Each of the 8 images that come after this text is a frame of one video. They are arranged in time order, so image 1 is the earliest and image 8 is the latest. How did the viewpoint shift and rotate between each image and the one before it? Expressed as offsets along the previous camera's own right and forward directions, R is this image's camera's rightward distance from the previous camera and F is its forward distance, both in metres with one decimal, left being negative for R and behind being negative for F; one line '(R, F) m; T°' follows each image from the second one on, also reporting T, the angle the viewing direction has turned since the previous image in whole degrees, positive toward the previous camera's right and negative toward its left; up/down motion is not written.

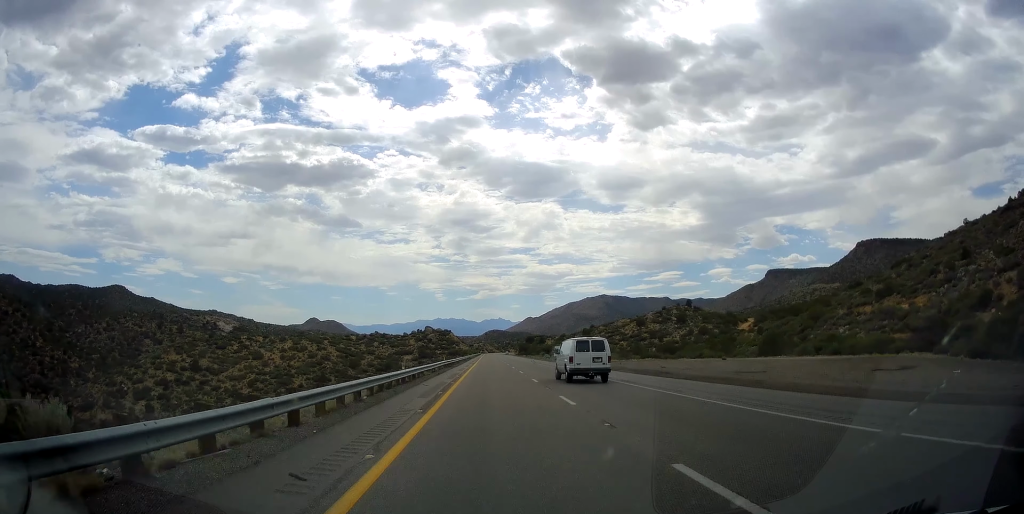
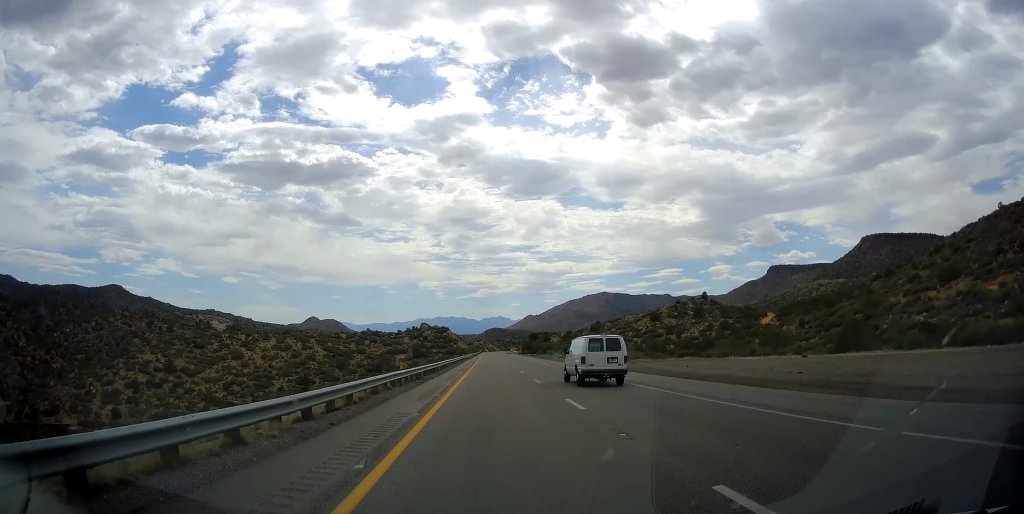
(0.0, +25.5) m; 0°
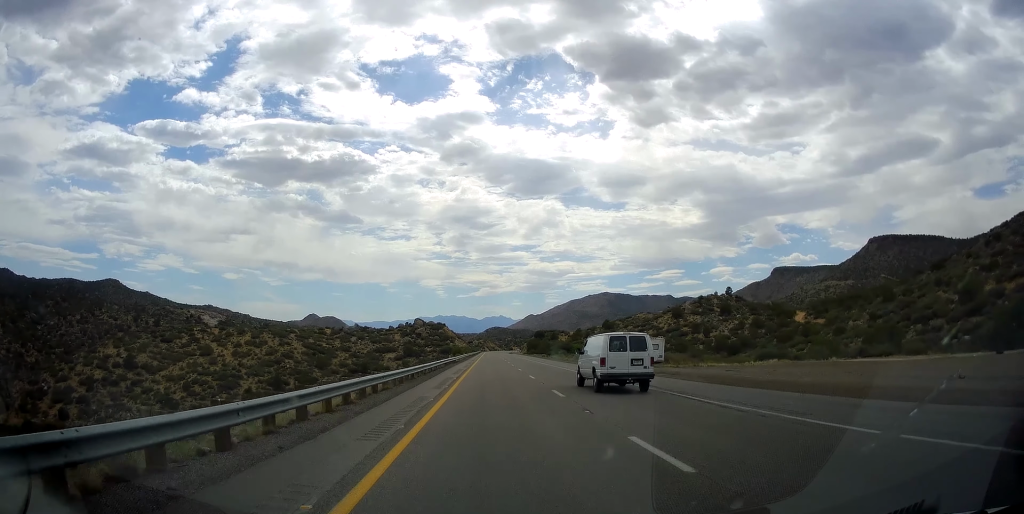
(-0.3, +32.5) m; 0°
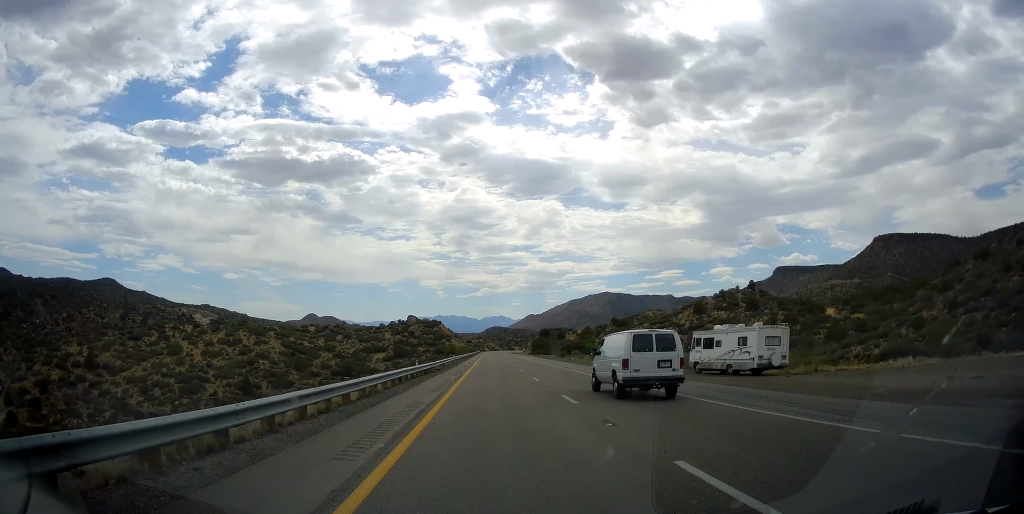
(-0.1, +26.7) m; +1°
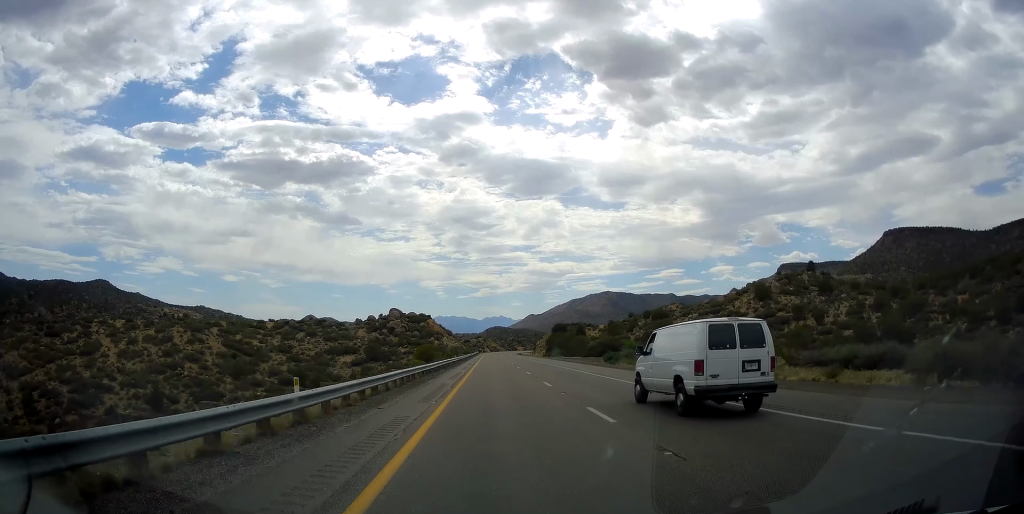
(+0.2, +53.4) m; 0°
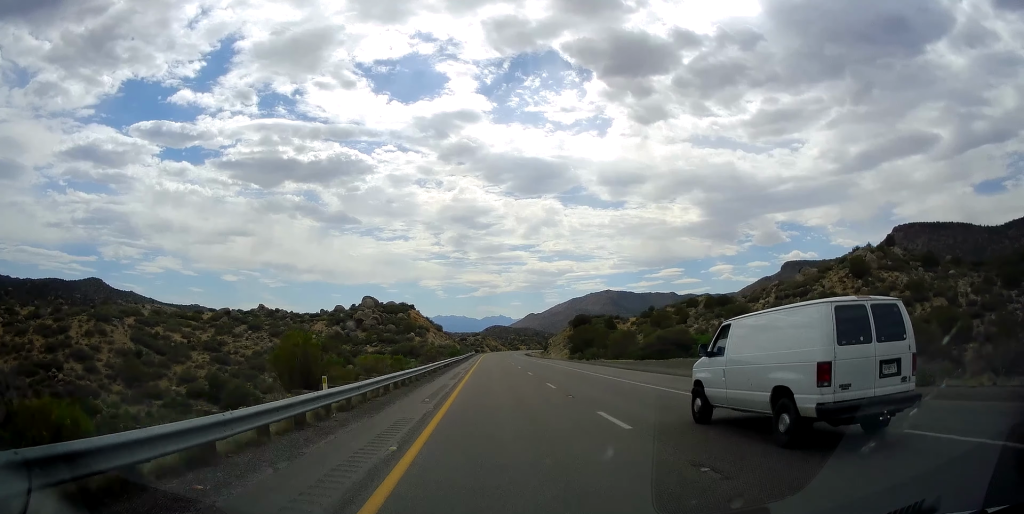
(+0.4, +49.9) m; 0°
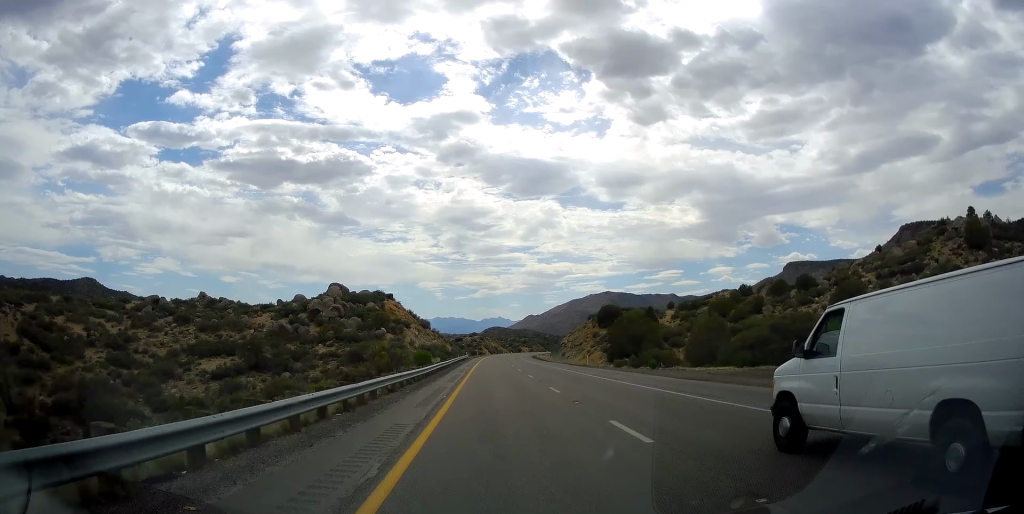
(-0.5, +38.3) m; 0°
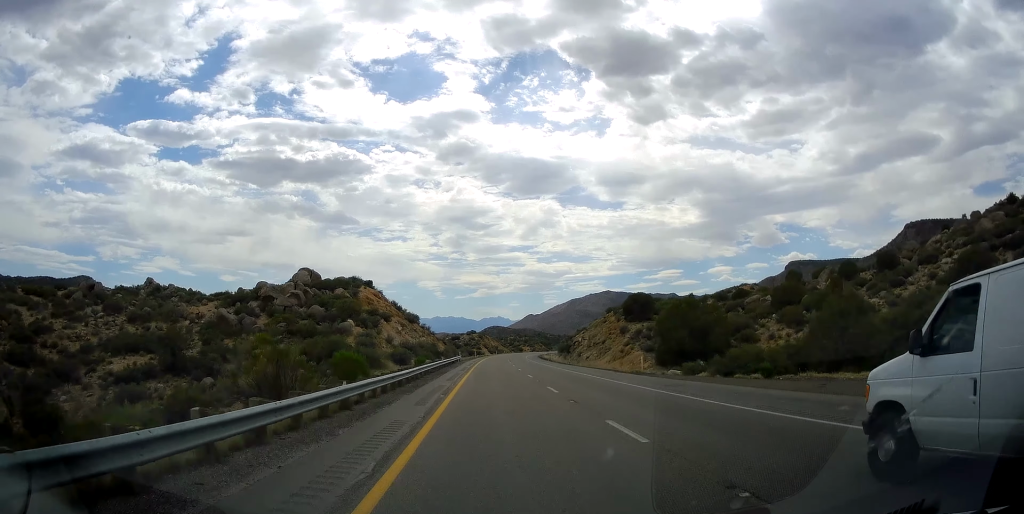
(+0.4, +24.3) m; 0°
